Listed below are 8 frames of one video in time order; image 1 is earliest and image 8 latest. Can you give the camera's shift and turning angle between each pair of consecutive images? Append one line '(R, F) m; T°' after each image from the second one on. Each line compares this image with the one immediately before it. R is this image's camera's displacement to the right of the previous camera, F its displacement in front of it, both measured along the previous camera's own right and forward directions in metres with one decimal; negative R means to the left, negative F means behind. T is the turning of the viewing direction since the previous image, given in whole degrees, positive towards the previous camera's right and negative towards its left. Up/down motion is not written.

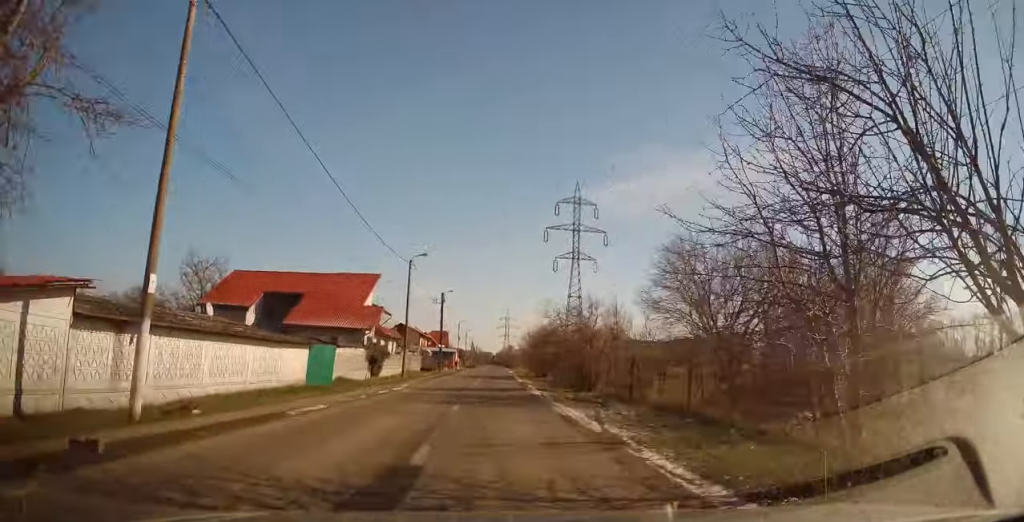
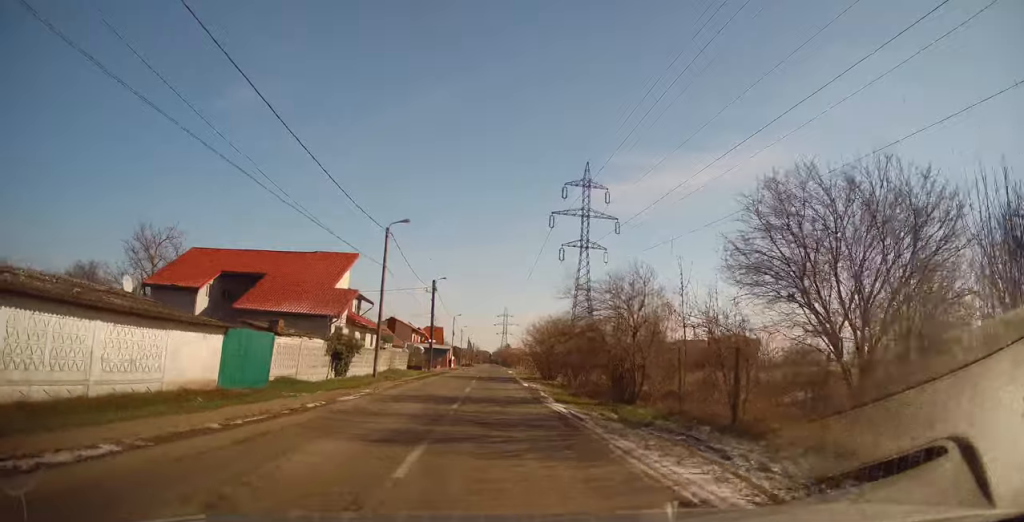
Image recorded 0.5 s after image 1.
(+0.2, +8.0) m; +1°
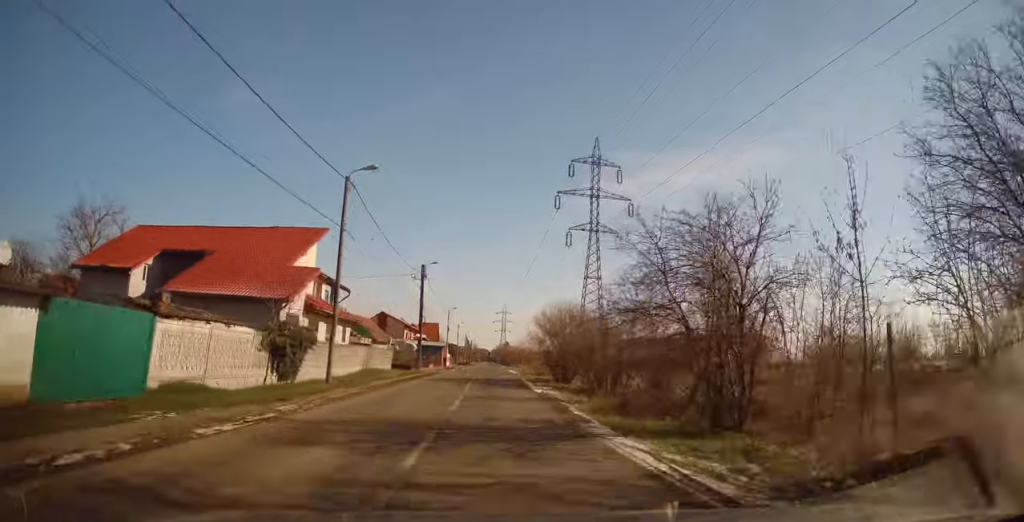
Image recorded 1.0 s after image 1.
(+0.4, +7.5) m; +1°
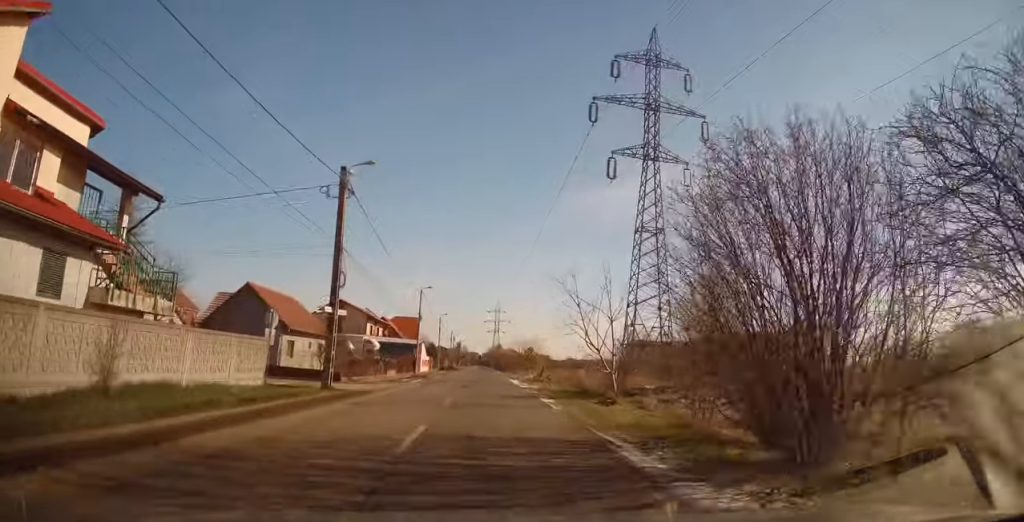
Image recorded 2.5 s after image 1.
(-0.5, +20.3) m; -2°
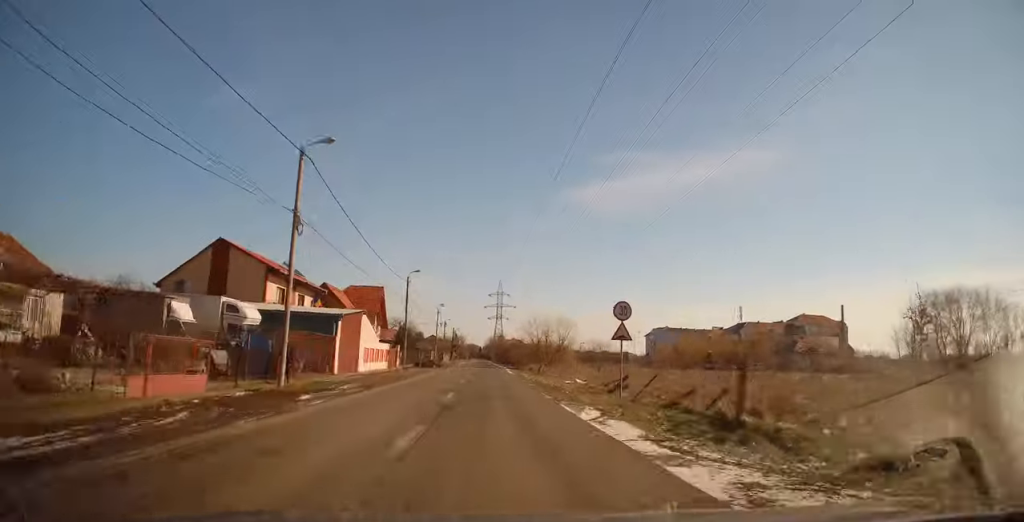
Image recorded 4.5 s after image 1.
(0.0, +25.7) m; 0°
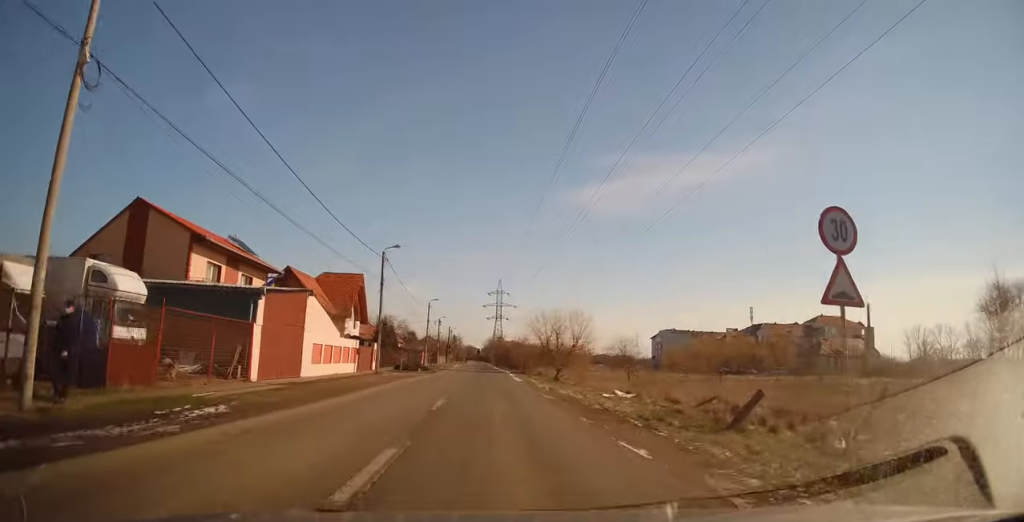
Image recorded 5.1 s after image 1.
(0.0, +9.0) m; +1°
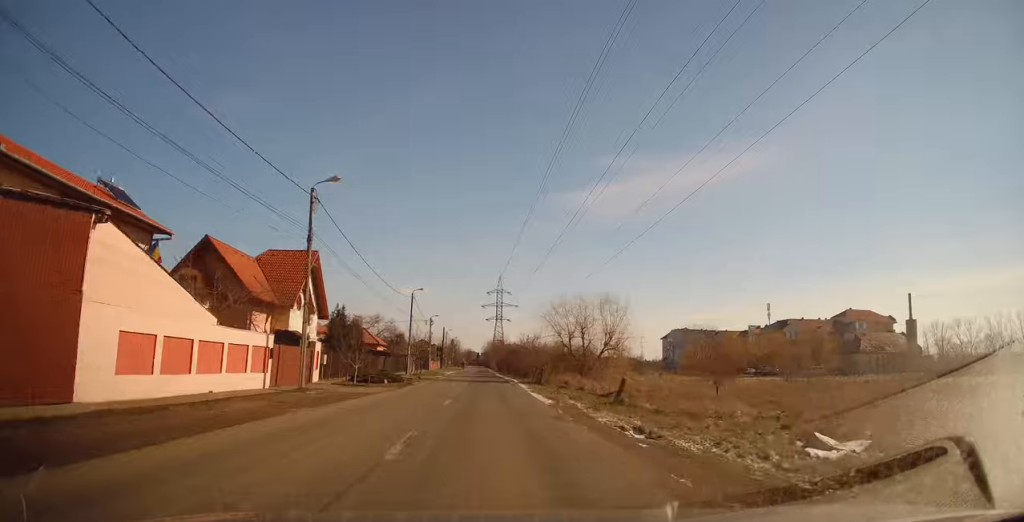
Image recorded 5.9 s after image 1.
(+0.2, +13.3) m; 0°
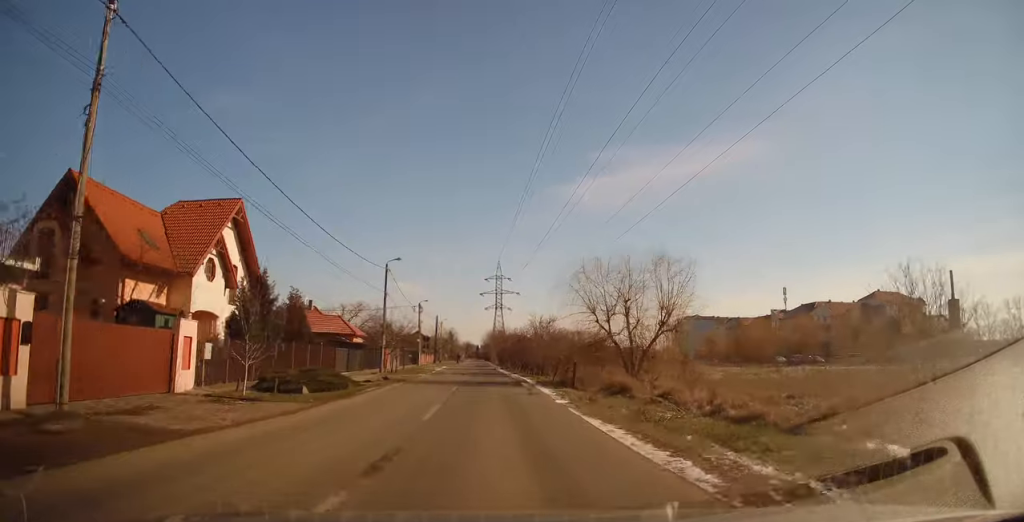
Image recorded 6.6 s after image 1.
(-0.1, +12.3) m; 0°
